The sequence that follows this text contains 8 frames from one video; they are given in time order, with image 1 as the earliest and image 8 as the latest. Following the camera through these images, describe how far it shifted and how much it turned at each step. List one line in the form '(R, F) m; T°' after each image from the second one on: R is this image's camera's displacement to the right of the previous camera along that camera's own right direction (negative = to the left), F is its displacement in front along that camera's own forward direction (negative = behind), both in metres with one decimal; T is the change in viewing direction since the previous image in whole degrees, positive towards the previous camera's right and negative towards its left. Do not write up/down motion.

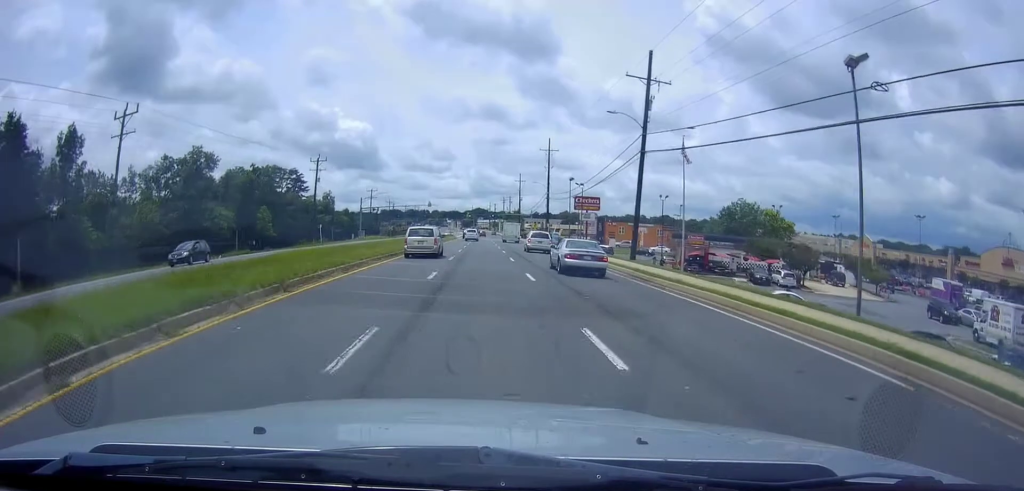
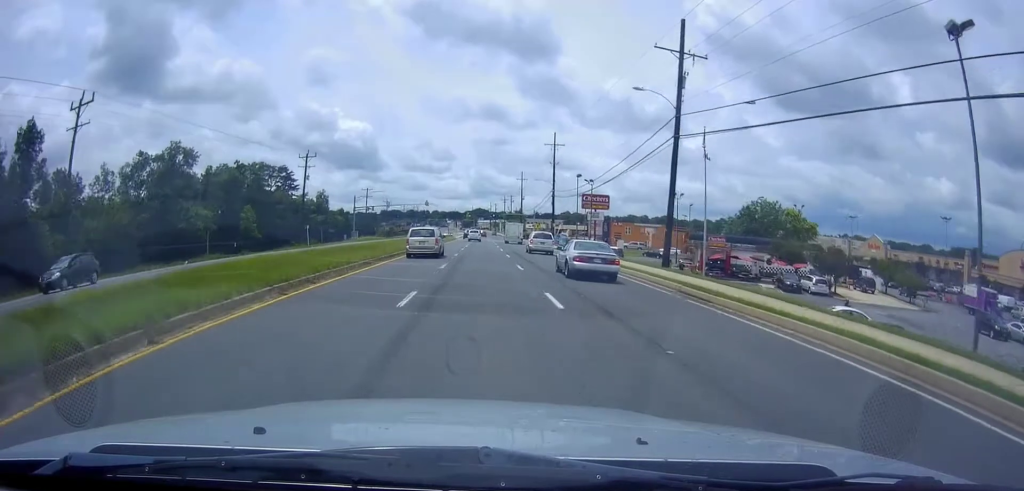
(0.0, +6.7) m; 0°
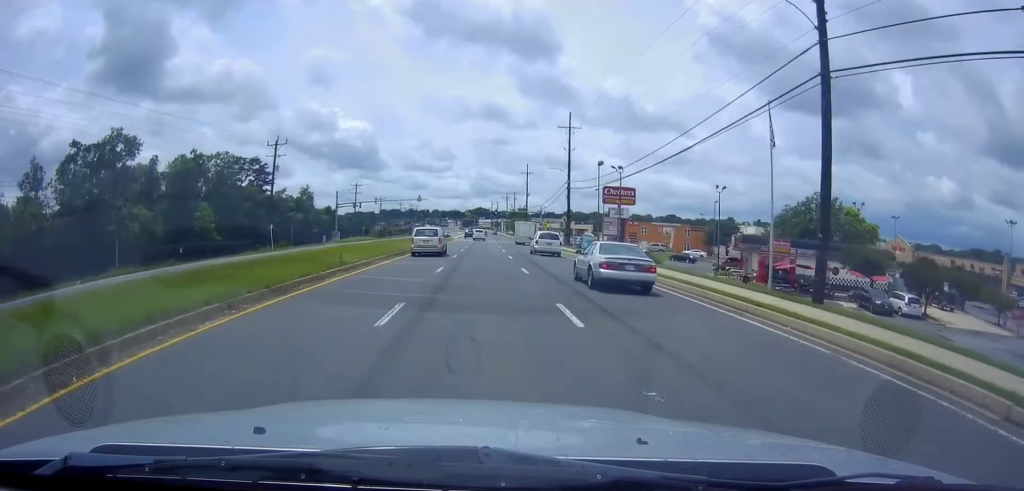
(-0.1, +14.7) m; 0°
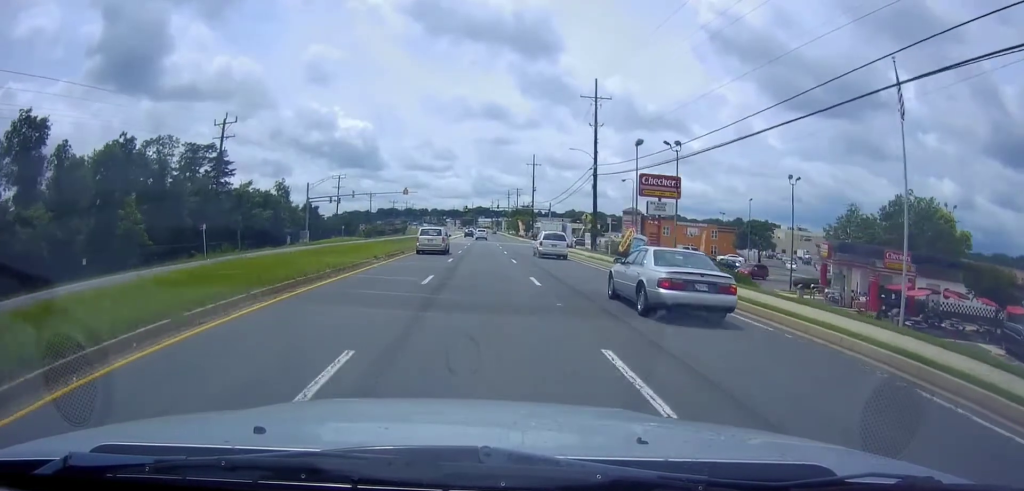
(0.0, +17.5) m; +1°
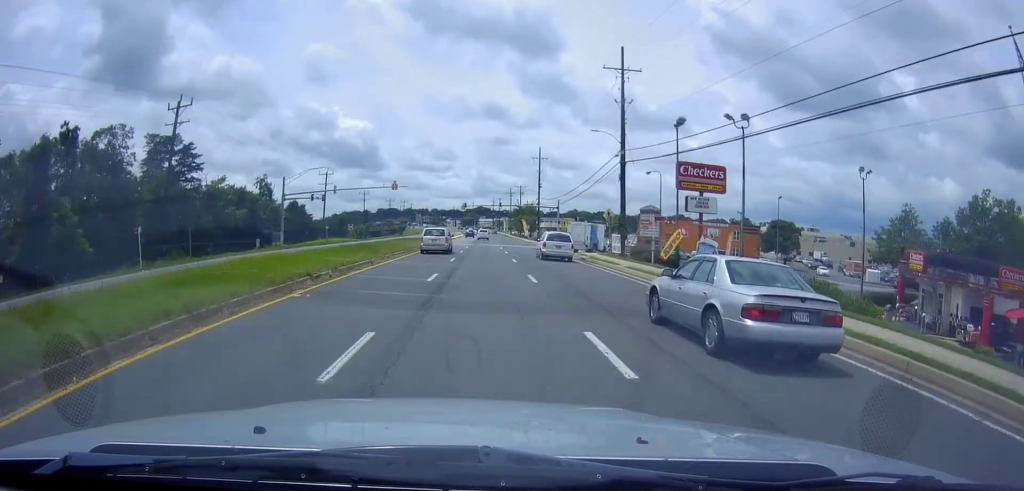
(+0.1, +10.9) m; 0°
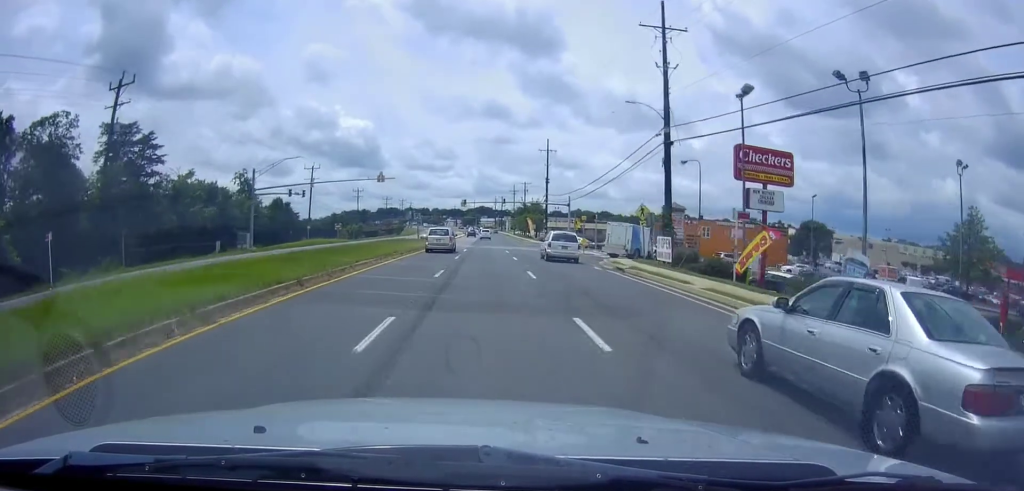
(0.0, +11.0) m; -1°
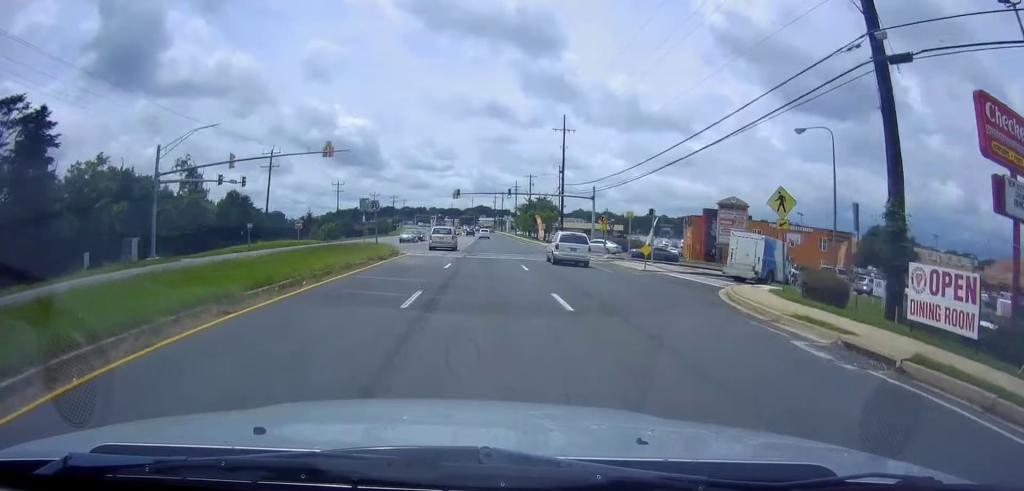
(-0.3, +20.3) m; 0°
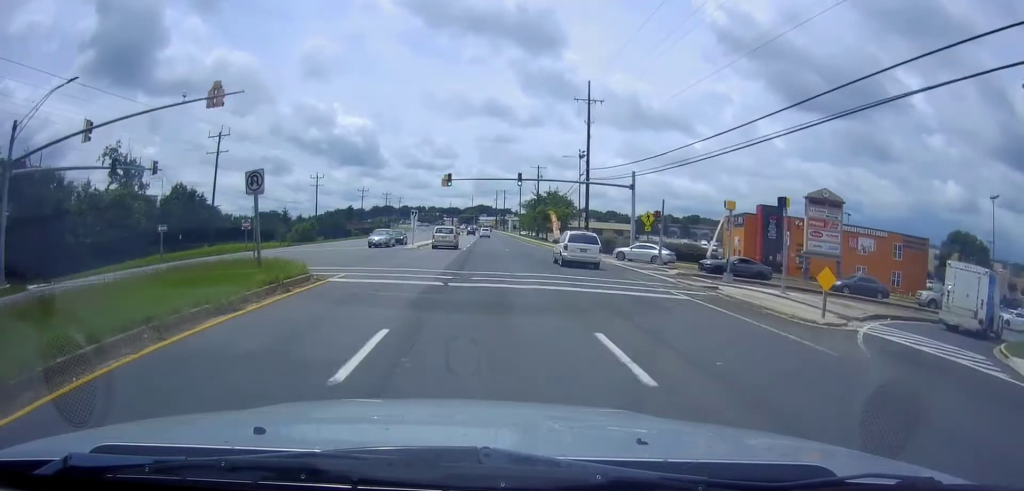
(+0.3, +17.5) m; +1°
